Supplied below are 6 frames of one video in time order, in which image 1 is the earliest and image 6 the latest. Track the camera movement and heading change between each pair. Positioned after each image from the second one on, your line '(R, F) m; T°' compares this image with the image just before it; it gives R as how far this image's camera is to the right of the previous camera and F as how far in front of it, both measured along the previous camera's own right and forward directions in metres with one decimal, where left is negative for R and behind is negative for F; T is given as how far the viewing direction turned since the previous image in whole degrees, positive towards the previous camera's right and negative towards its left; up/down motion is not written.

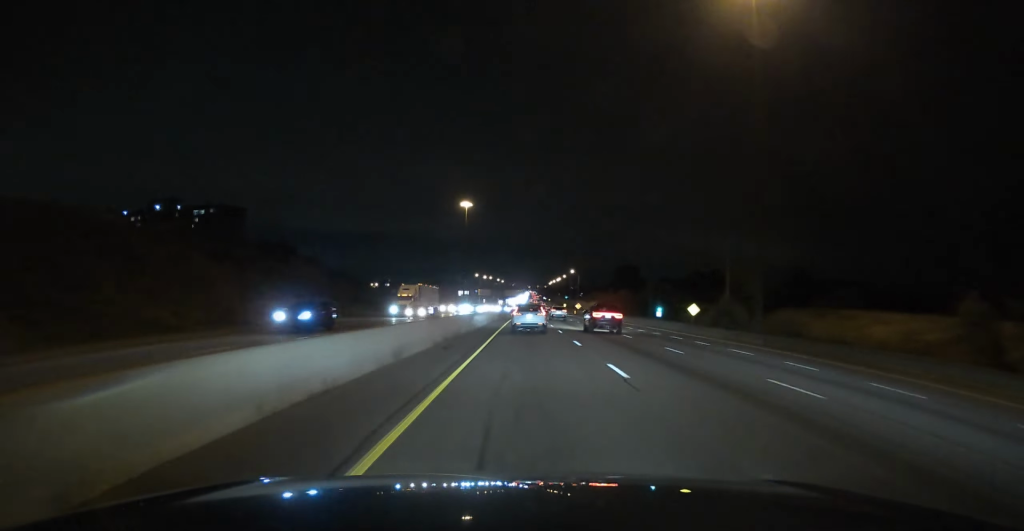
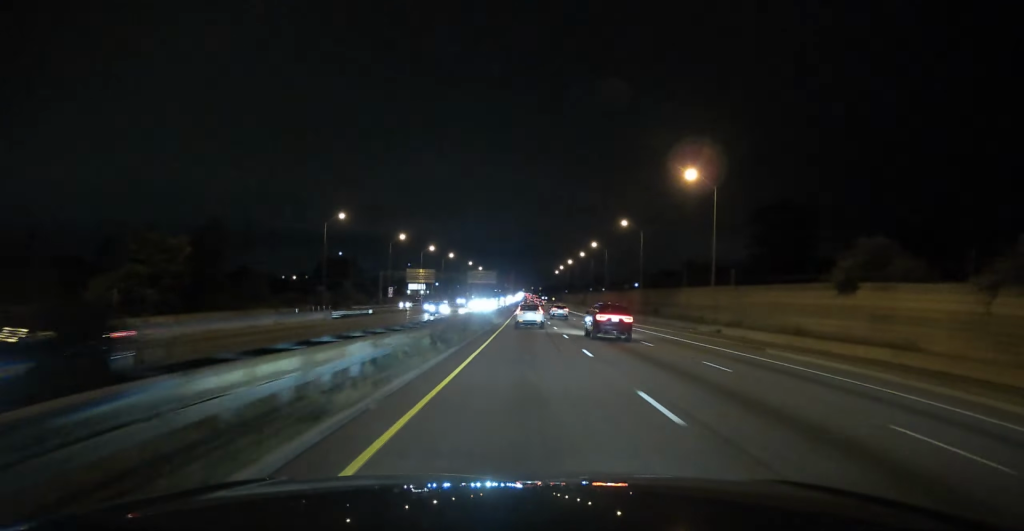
(+0.4, +211.3) m; 0°
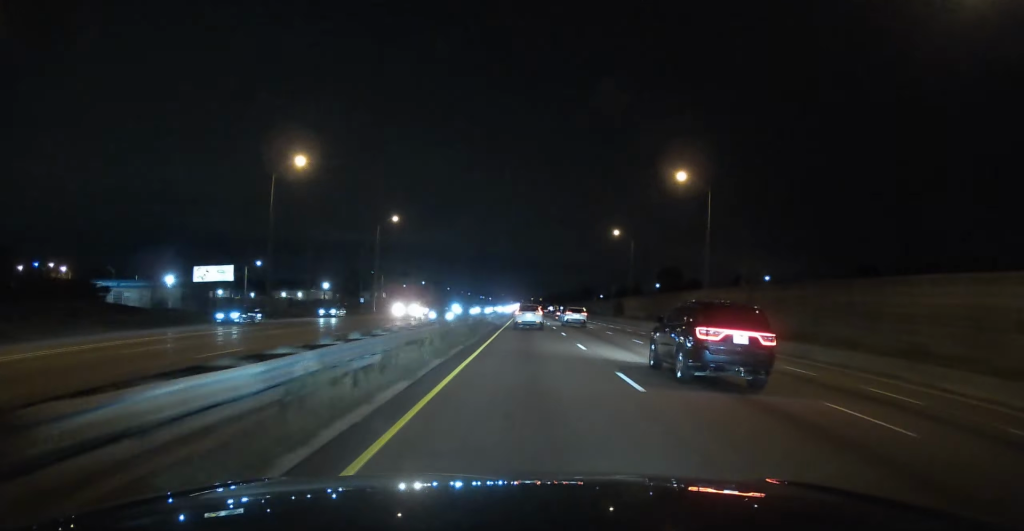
(0.0, +217.2) m; 0°
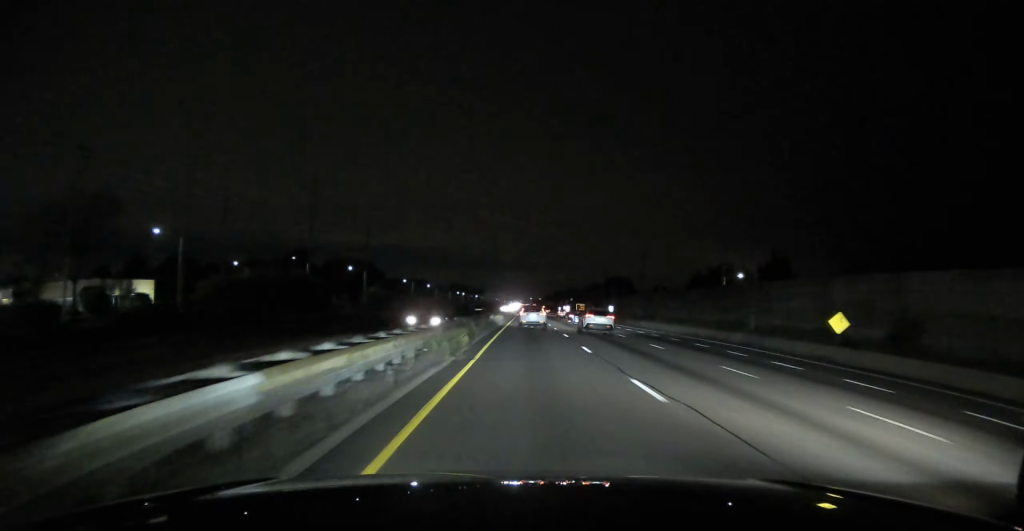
(+0.4, +165.0) m; 0°
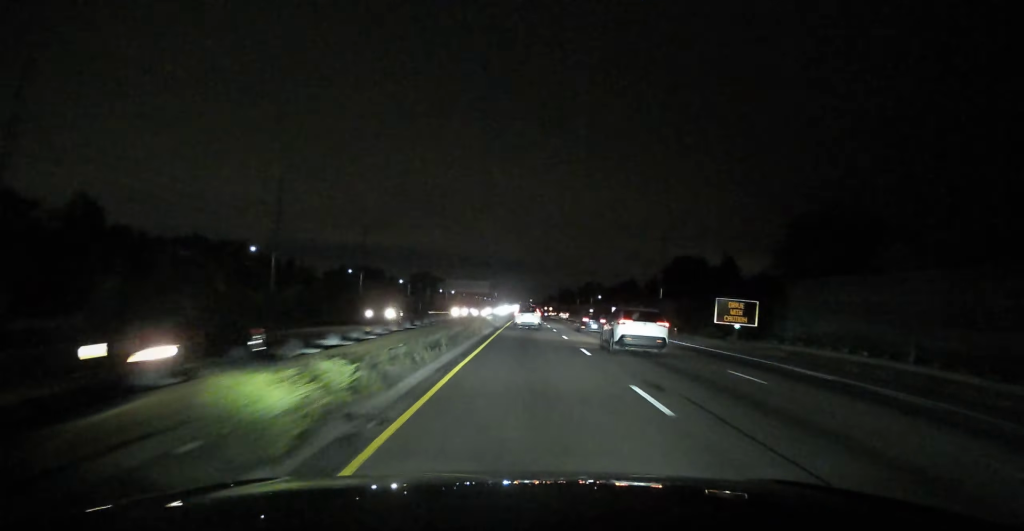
(-0.1, +153.4) m; 0°
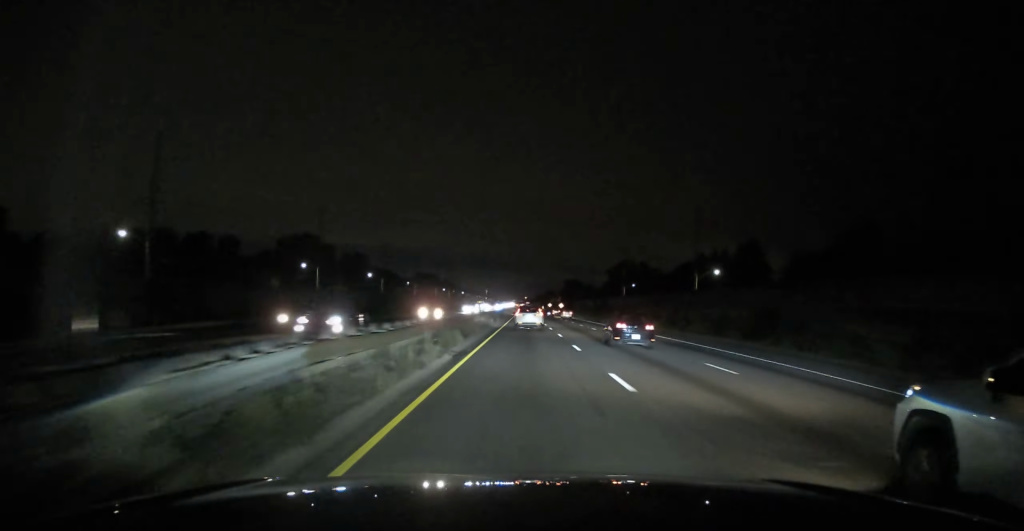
(+0.3, +160.7) m; 0°
